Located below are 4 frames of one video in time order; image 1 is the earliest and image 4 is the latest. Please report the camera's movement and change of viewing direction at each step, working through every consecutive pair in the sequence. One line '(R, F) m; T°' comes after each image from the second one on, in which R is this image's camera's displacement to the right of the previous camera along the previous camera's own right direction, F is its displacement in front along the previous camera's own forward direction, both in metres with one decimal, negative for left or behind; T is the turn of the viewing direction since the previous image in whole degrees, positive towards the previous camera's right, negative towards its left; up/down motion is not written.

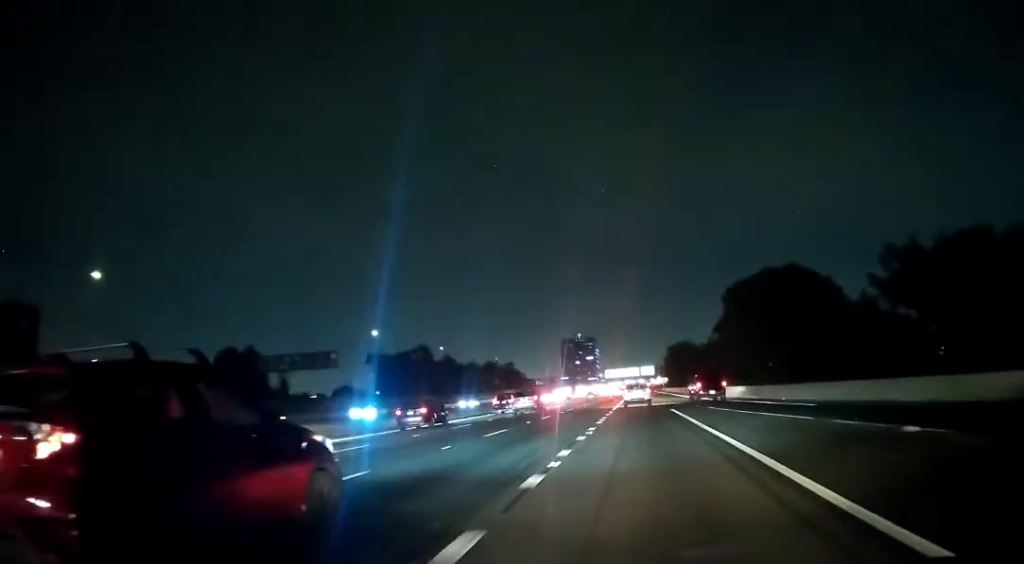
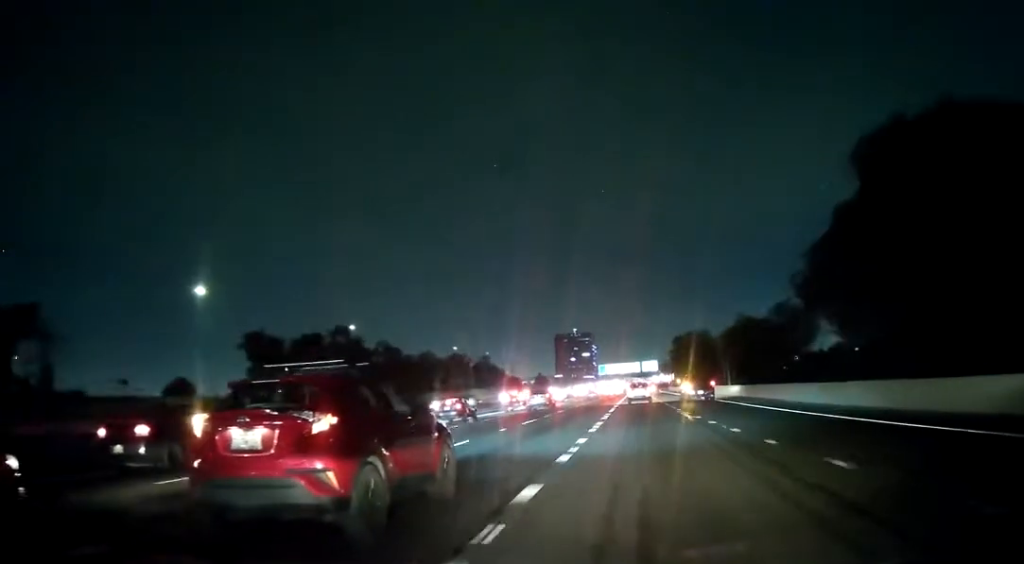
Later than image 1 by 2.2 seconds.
(0.0, +51.9) m; 0°
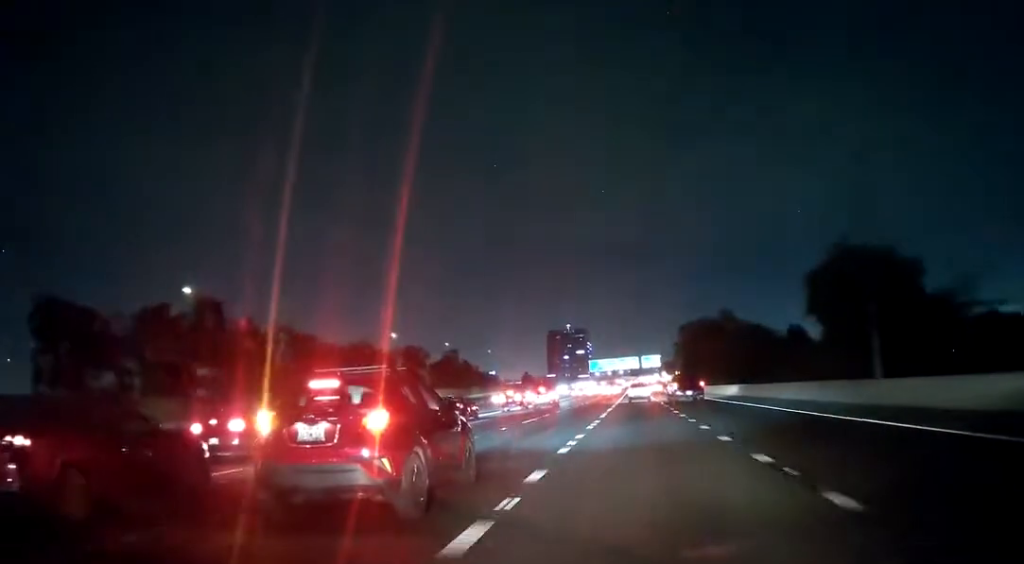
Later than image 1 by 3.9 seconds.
(0.0, +43.4) m; 0°
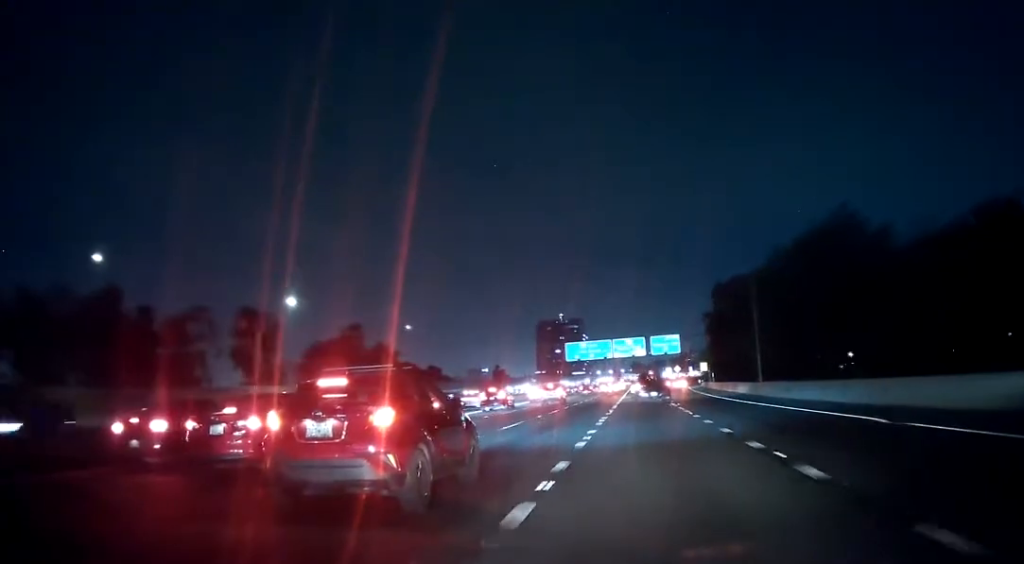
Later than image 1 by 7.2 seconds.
(-0.3, +80.3) m; 0°
